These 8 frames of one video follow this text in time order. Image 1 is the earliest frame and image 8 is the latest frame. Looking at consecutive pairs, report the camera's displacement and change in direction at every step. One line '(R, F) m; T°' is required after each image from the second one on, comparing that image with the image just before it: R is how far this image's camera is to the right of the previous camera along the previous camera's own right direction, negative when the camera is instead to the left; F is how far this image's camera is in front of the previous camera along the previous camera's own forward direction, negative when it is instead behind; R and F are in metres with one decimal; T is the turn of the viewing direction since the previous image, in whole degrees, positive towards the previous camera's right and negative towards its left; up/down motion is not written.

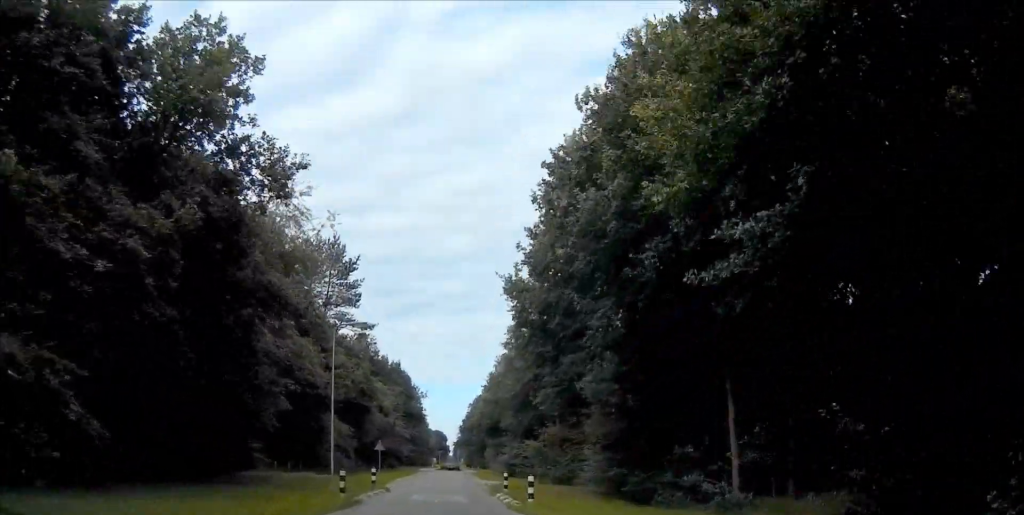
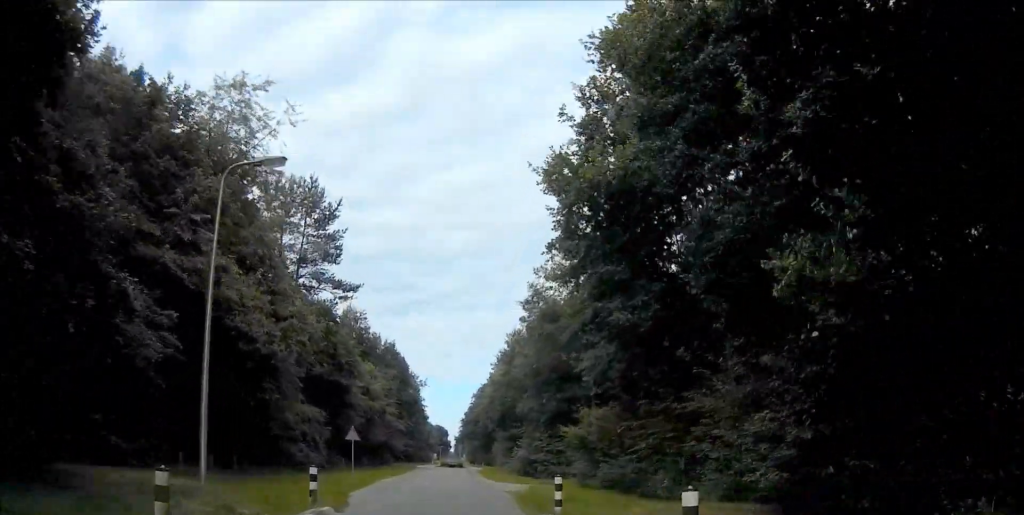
(0.0, +12.5) m; 0°
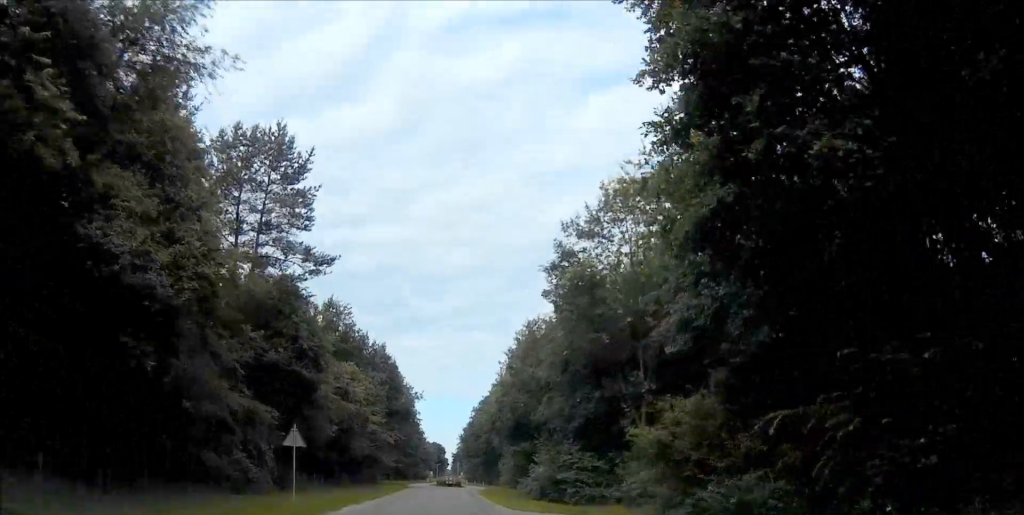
(0.0, +12.8) m; +1°
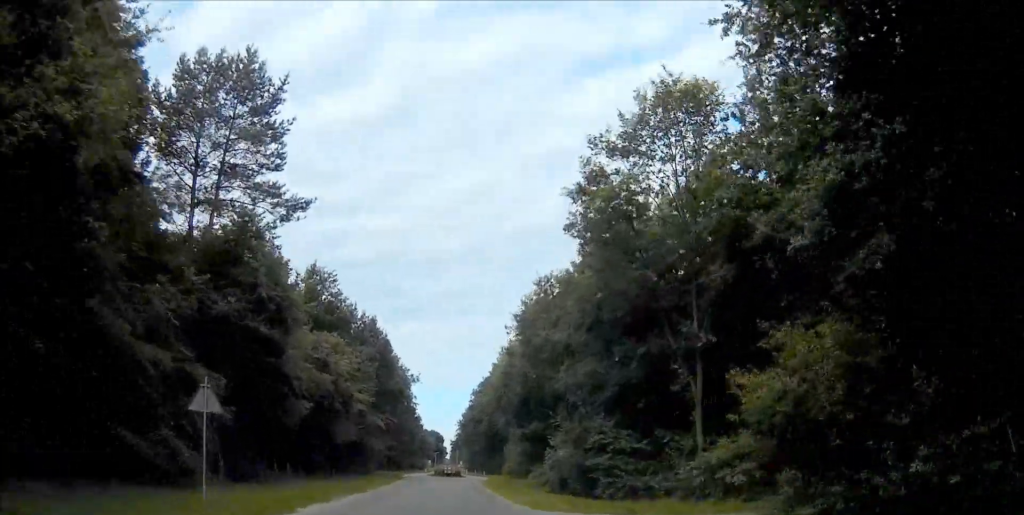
(+0.1, +8.8) m; 0°
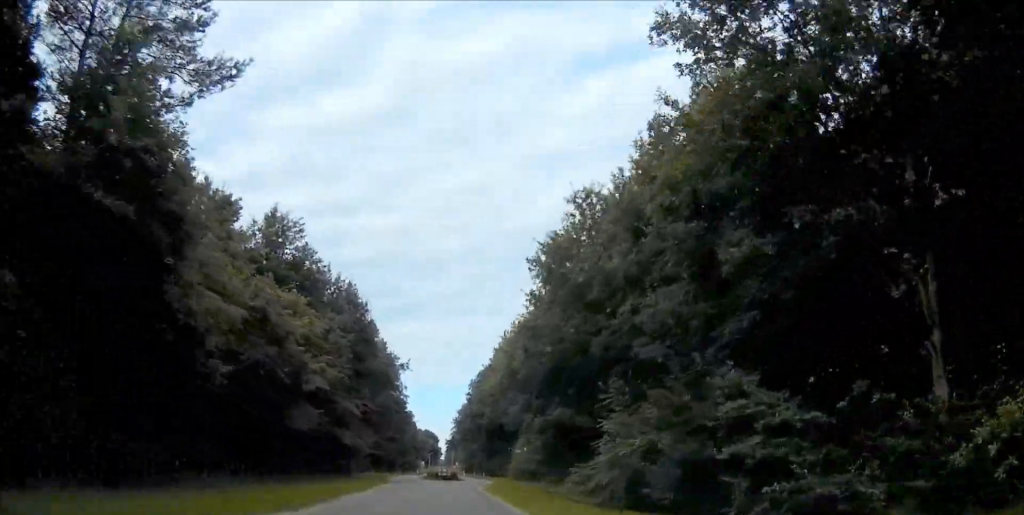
(+0.1, +14.3) m; +1°
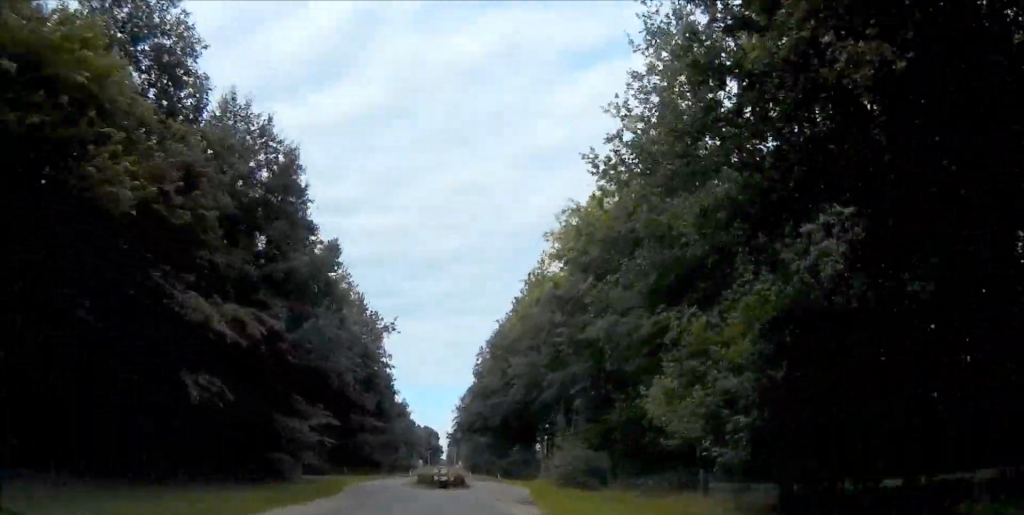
(+0.3, +25.5) m; +3°
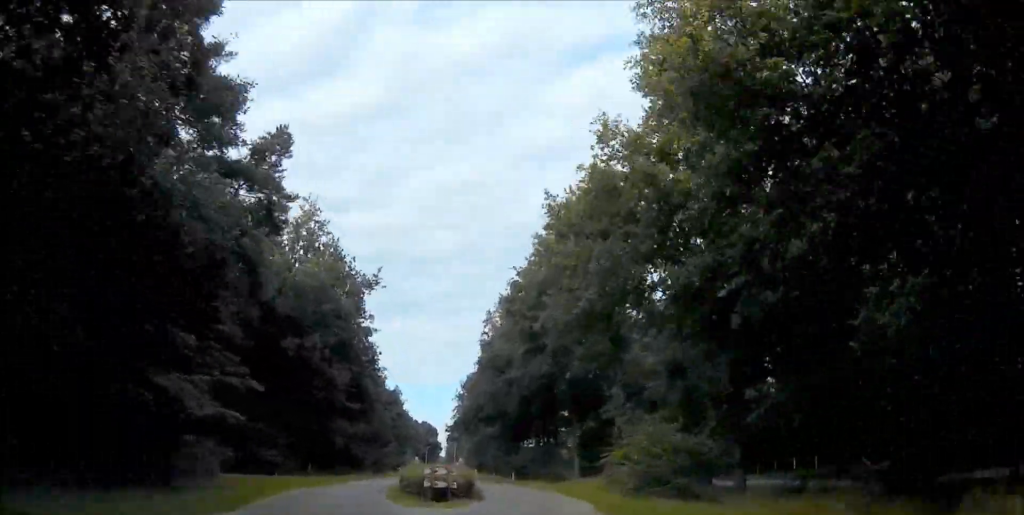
(+0.1, +15.4) m; +3°
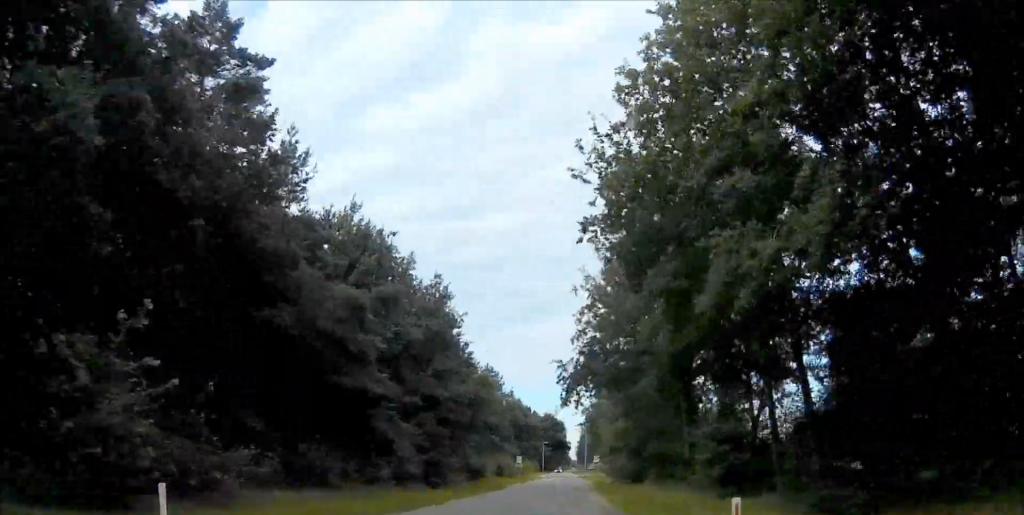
(-4.7, +61.2) m; -8°
